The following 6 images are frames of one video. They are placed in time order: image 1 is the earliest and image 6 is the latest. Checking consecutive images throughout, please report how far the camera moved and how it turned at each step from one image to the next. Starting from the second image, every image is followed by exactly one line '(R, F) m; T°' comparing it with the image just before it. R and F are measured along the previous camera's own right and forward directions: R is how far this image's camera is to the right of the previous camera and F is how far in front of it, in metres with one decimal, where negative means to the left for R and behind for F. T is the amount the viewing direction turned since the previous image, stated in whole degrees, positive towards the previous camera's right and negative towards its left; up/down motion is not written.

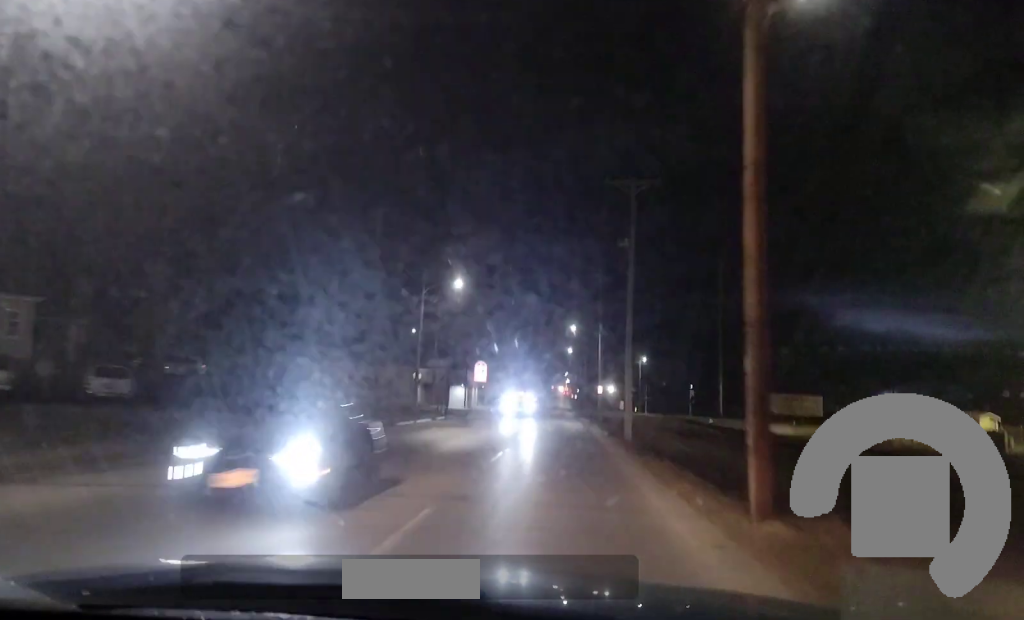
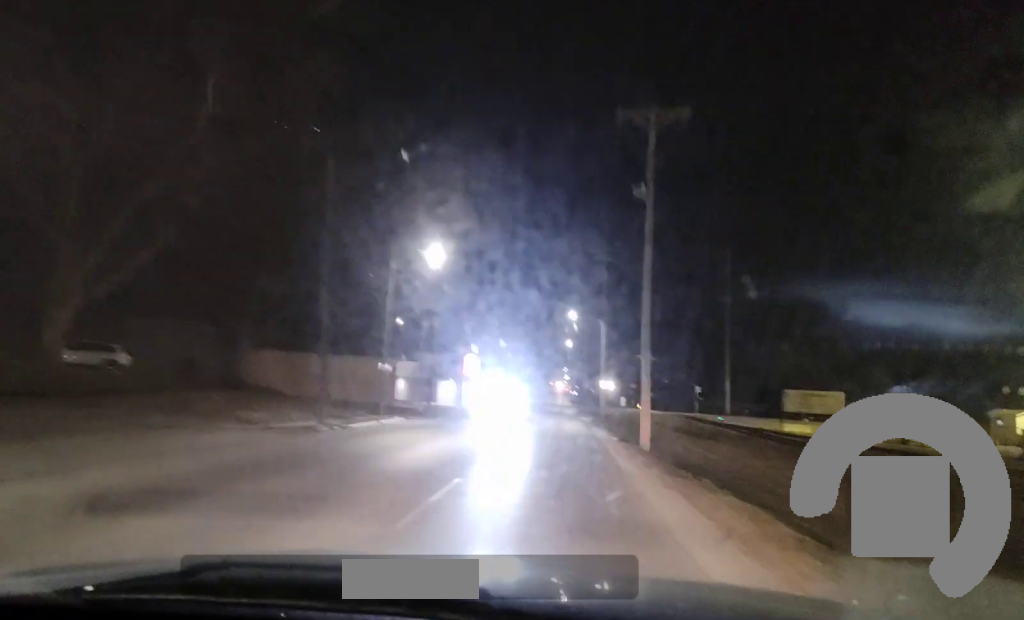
(+0.1, +8.7) m; 0°
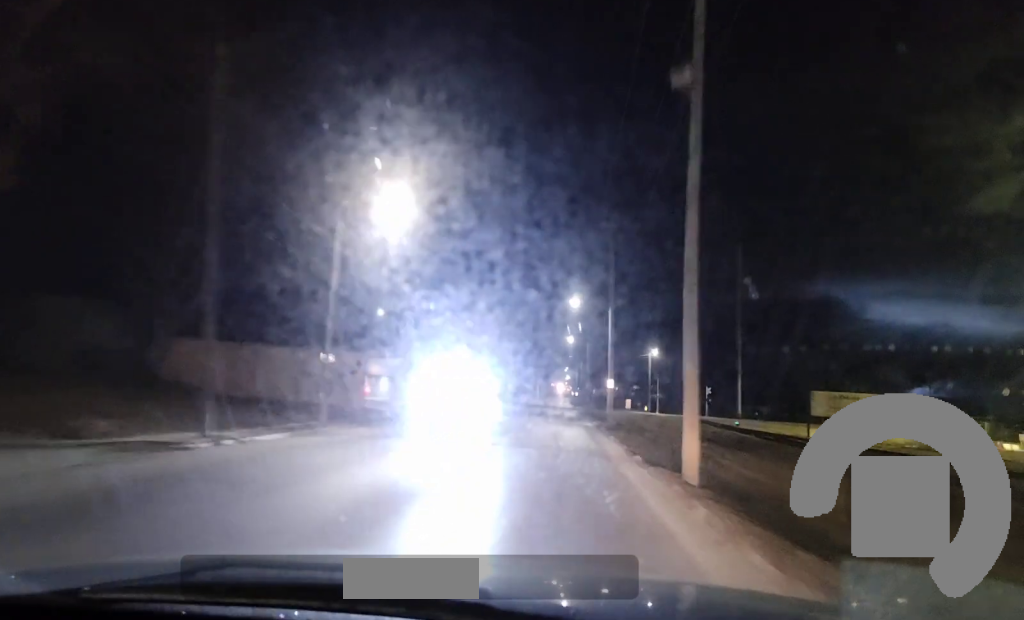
(0.0, +10.3) m; 0°
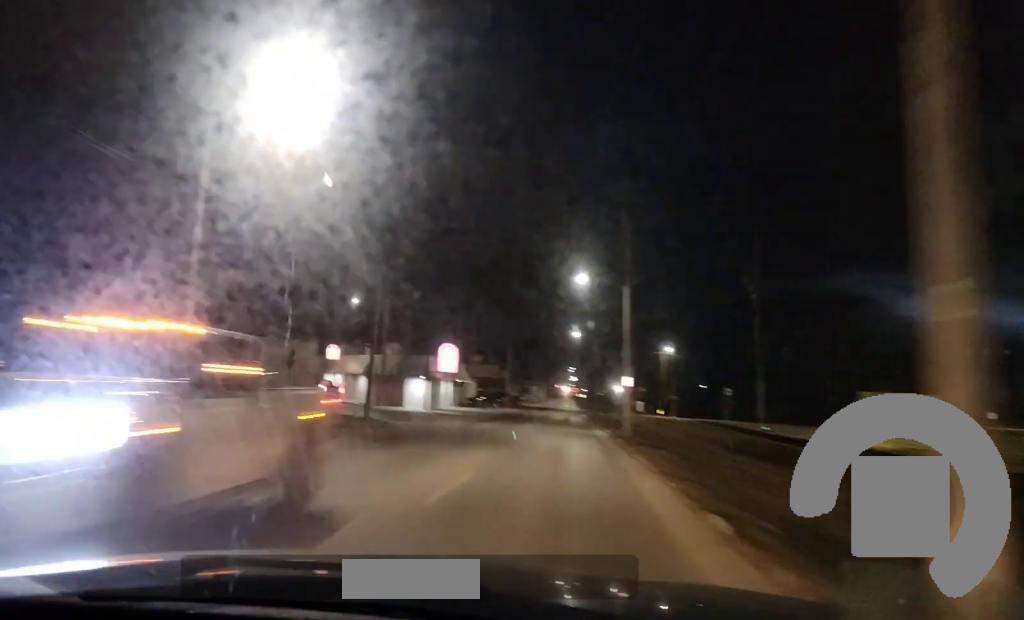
(0.0, +12.6) m; 0°
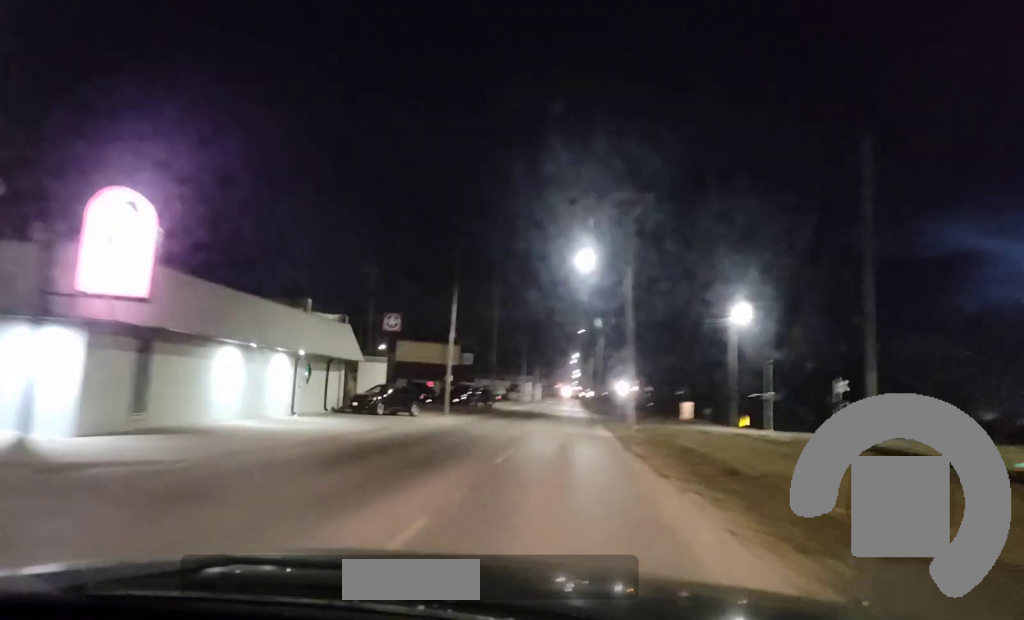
(+0.2, +52.1) m; 0°
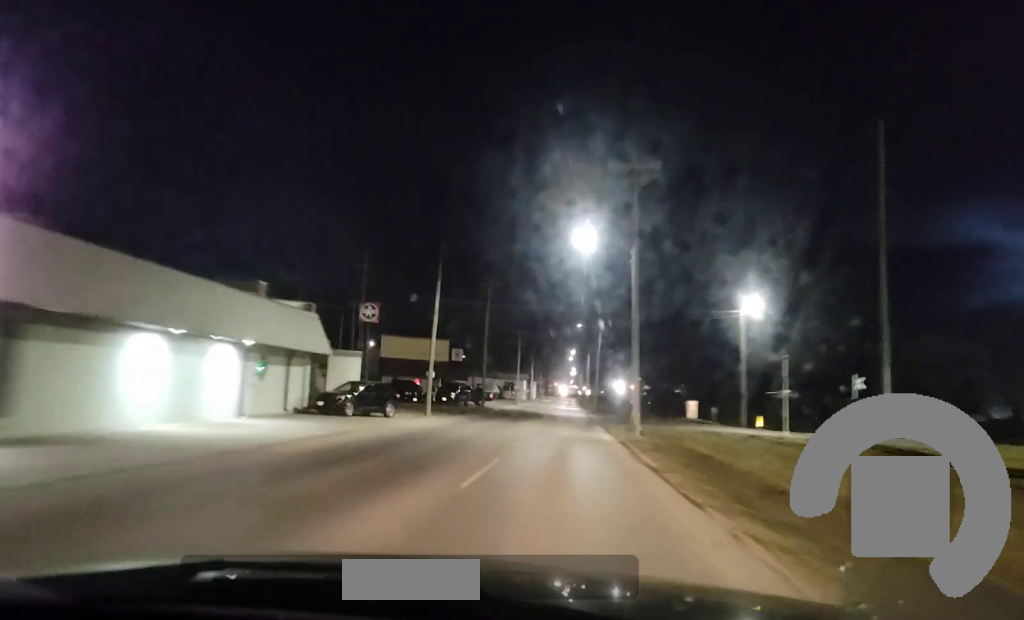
(0.0, +5.7) m; 0°
